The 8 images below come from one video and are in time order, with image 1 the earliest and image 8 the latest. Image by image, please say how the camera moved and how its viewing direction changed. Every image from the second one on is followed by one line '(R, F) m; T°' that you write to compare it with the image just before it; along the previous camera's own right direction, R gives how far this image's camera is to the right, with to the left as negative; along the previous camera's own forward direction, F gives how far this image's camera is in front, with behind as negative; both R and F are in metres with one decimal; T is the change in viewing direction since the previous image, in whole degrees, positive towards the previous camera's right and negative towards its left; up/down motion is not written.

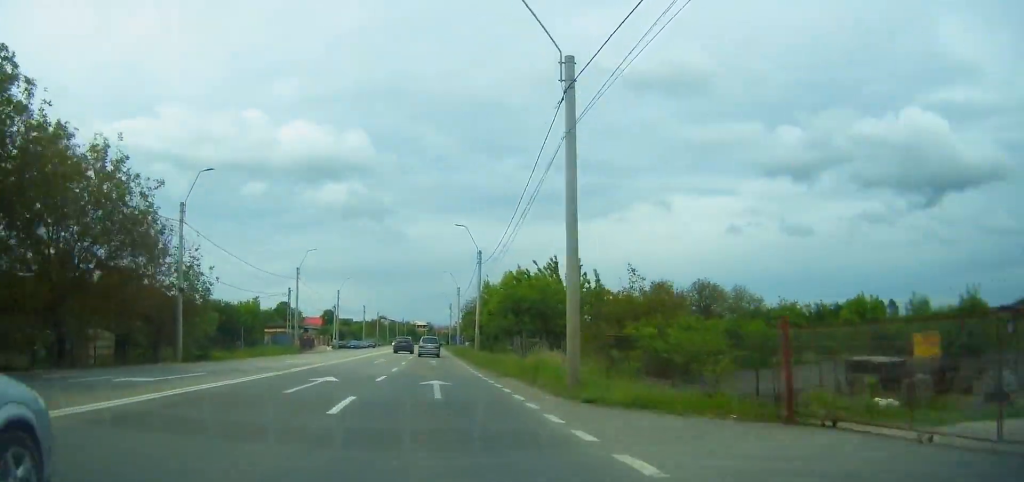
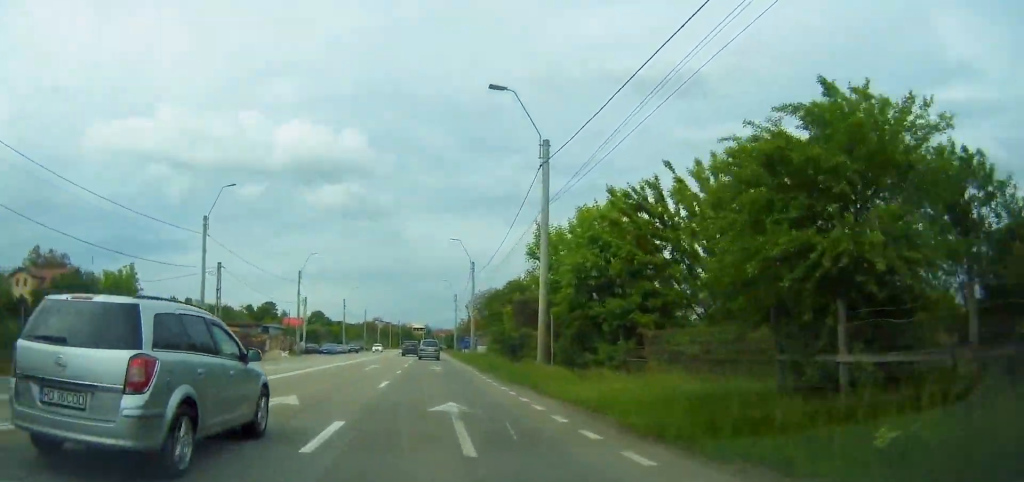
(+0.2, +28.8) m; +1°
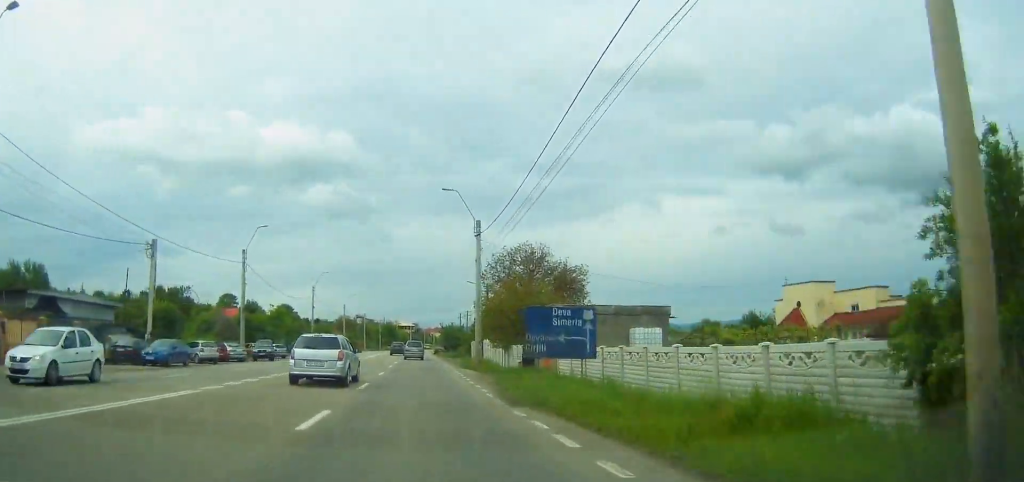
(+0.4, +54.7) m; 0°
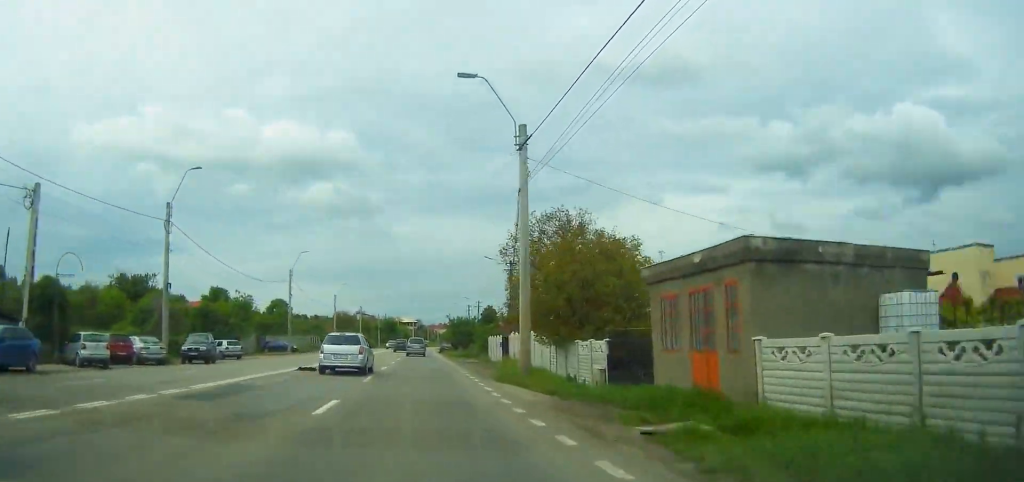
(-0.1, +17.0) m; 0°
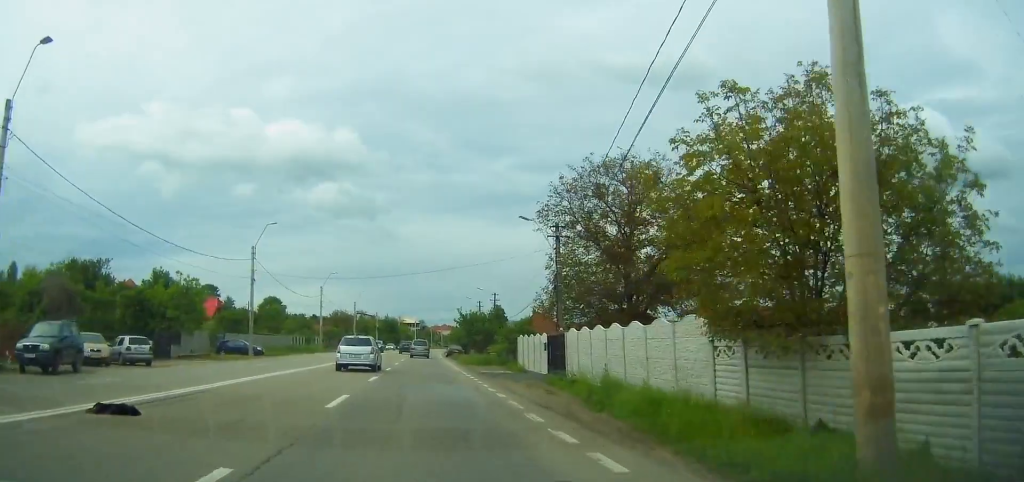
(-0.3, +17.1) m; 0°
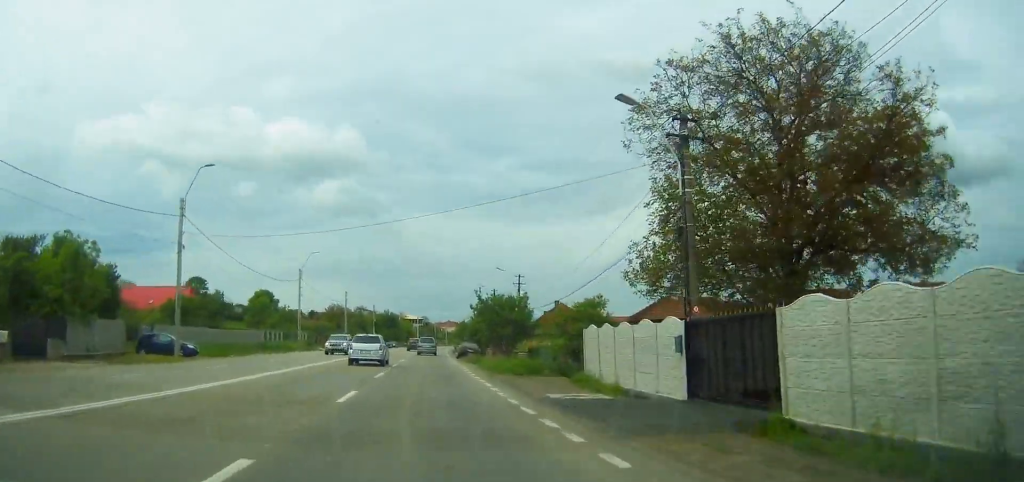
(-0.1, +17.1) m; 0°
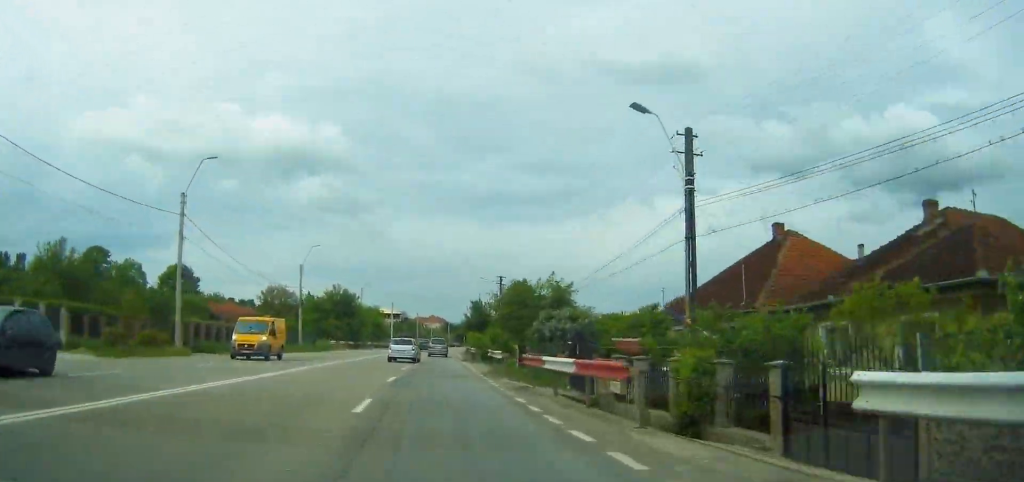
(+1.2, +64.4) m; +3°
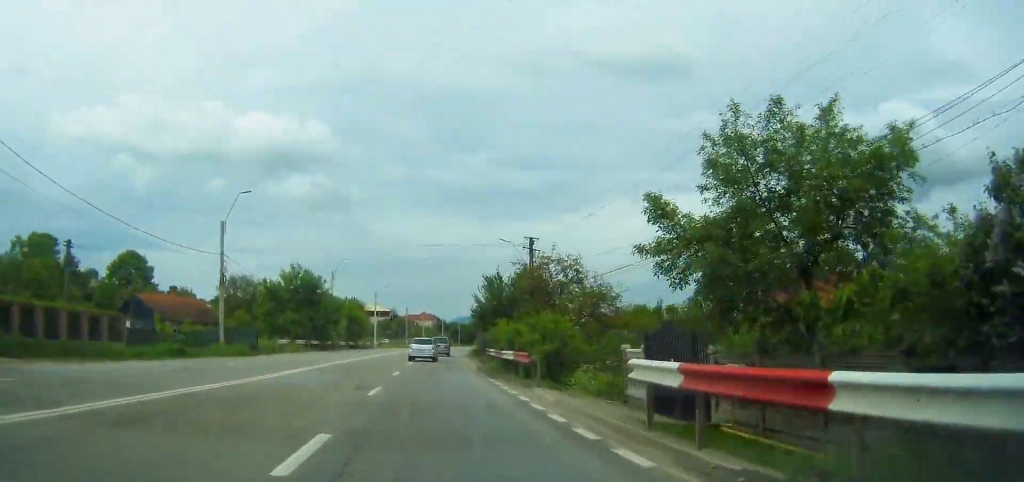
(+0.3, +22.7) m; +1°
